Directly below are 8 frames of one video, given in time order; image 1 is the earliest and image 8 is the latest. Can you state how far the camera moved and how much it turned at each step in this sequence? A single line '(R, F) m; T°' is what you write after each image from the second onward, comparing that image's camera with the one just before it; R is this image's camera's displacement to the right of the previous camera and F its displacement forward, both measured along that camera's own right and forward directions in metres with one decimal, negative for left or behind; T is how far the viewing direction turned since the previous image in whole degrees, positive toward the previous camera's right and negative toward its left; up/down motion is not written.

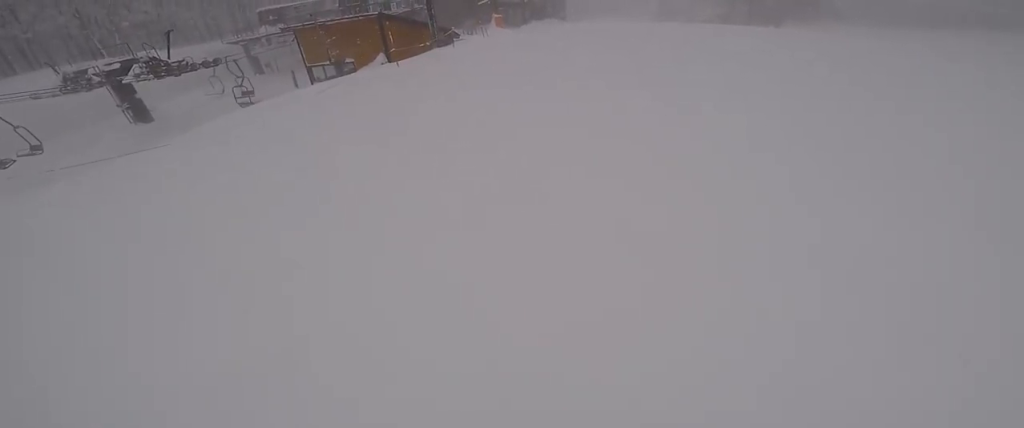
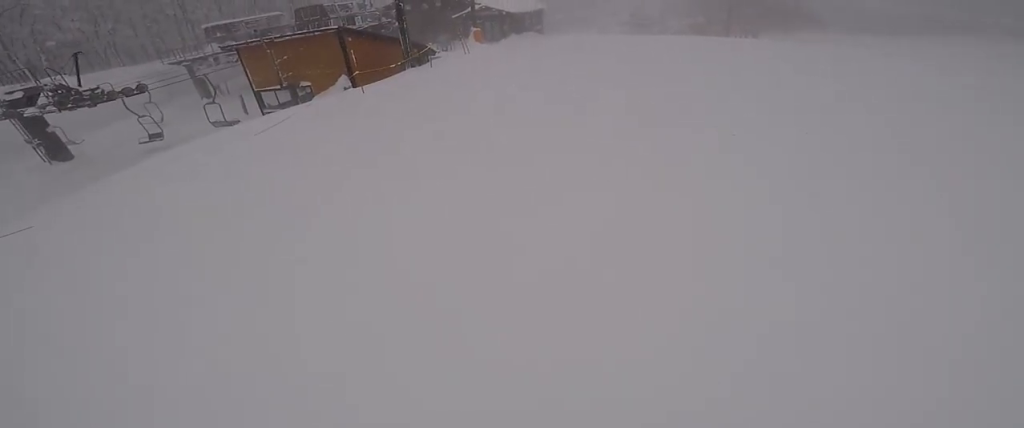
(+0.4, +3.4) m; +14°
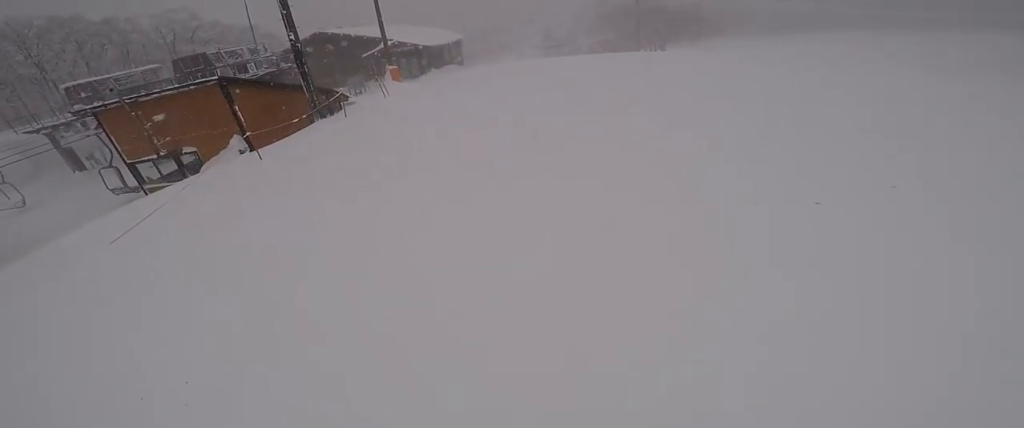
(+0.2, +2.6) m; +8°
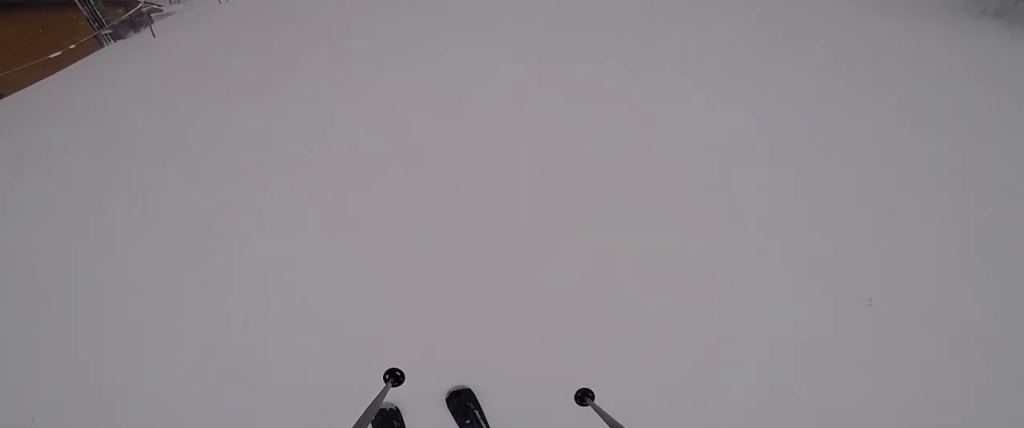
(+0.2, +3.1) m; +17°
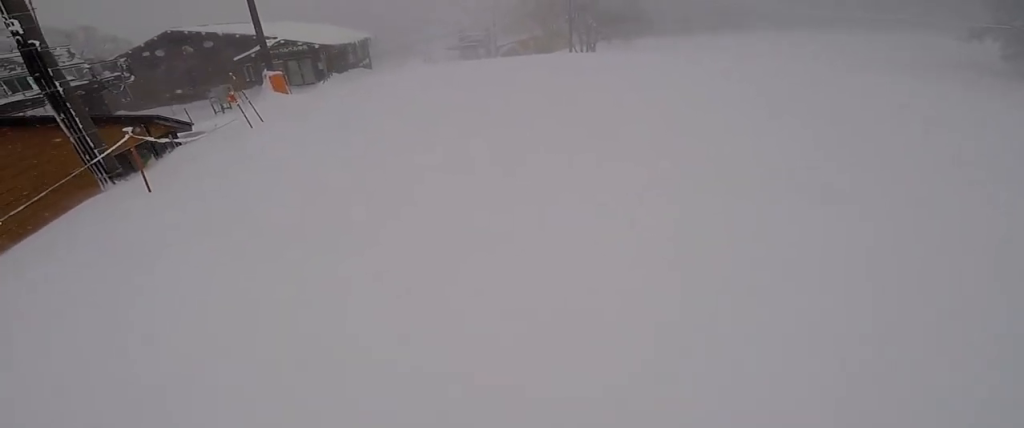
(-1.1, +3.1) m; -18°
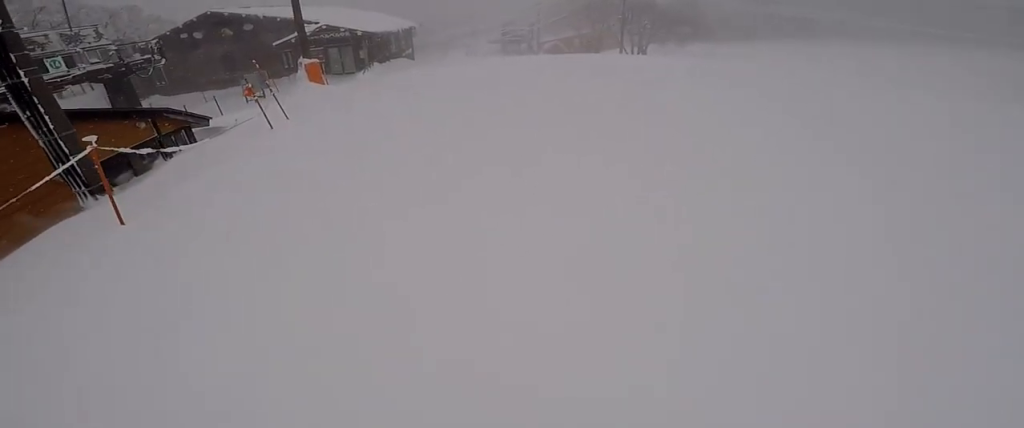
(+0.6, +1.4) m; +2°
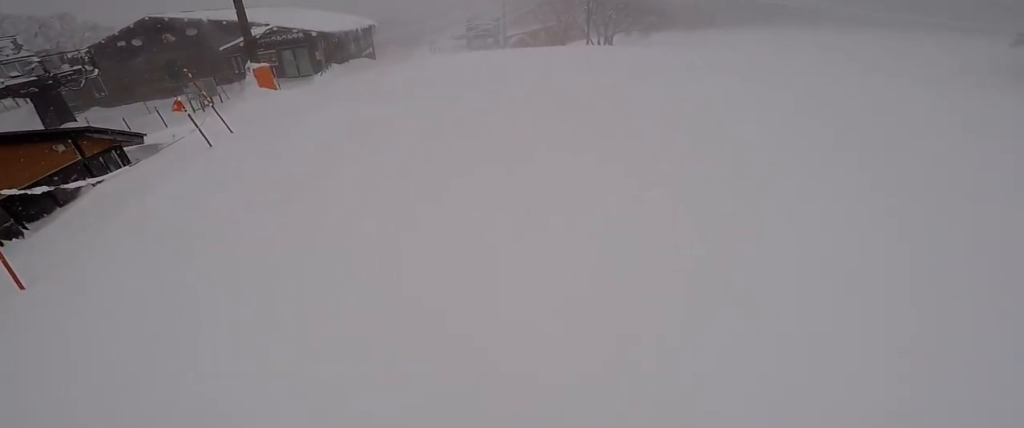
(+0.7, +0.7) m; 0°
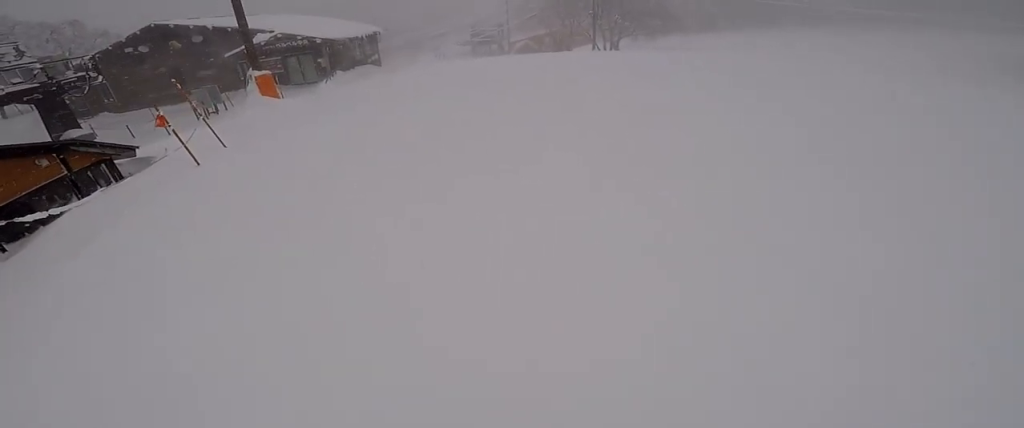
(-0.7, +0.8) m; -7°
